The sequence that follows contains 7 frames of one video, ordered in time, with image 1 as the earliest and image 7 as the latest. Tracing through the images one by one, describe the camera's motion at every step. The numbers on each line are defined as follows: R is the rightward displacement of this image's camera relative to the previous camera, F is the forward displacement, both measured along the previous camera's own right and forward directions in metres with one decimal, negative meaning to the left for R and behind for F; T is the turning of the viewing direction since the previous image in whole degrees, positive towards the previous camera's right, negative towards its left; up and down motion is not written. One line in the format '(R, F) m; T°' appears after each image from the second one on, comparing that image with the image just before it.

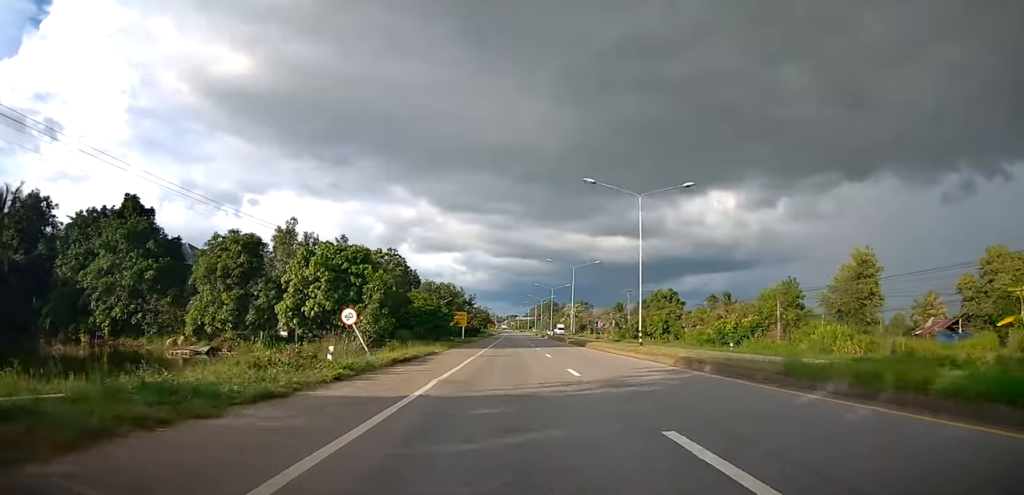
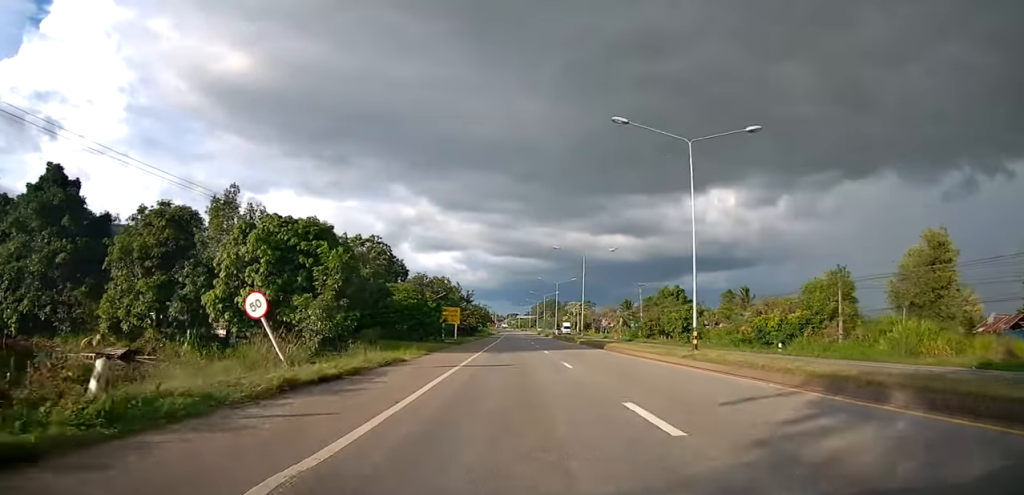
(0.0, +9.3) m; 0°
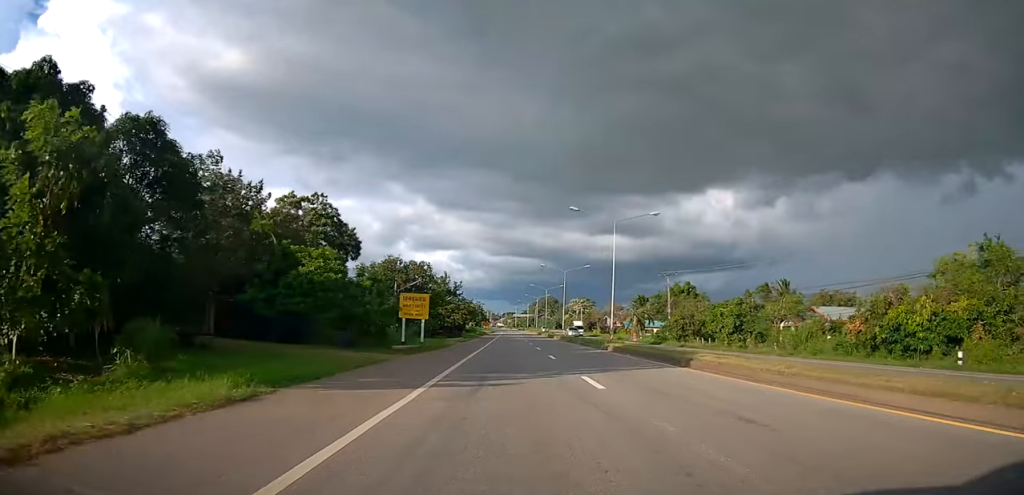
(+0.2, +18.5) m; +1°
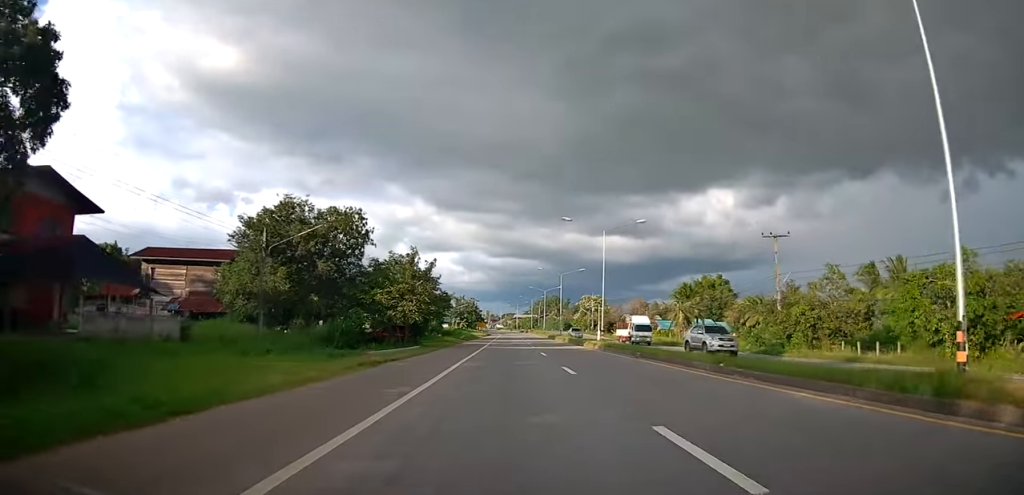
(-0.1, +31.7) m; -2°
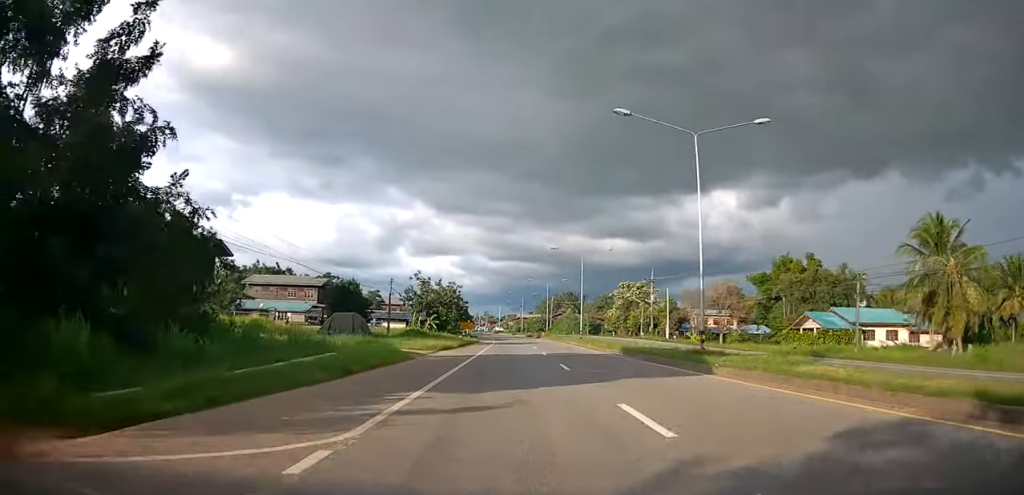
(+1.0, +57.1) m; +2°
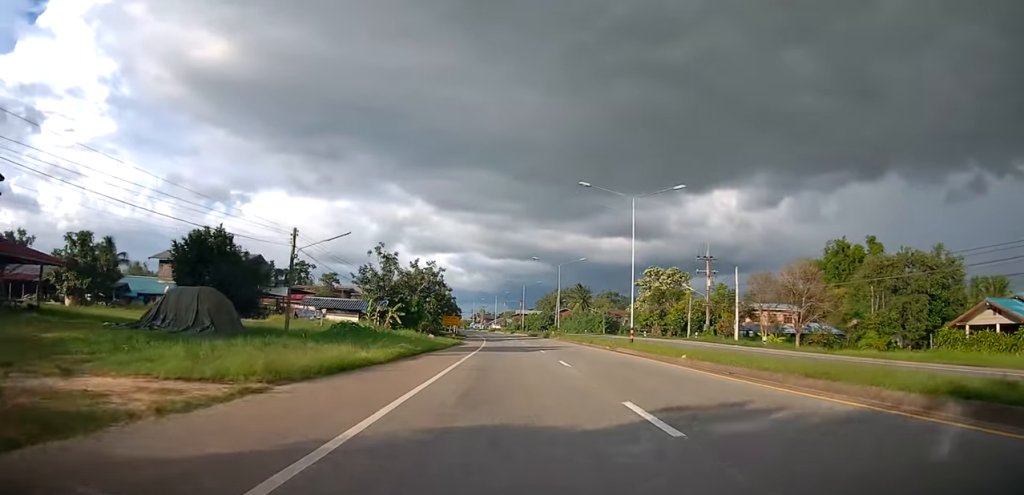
(-0.6, +24.4) m; -2°
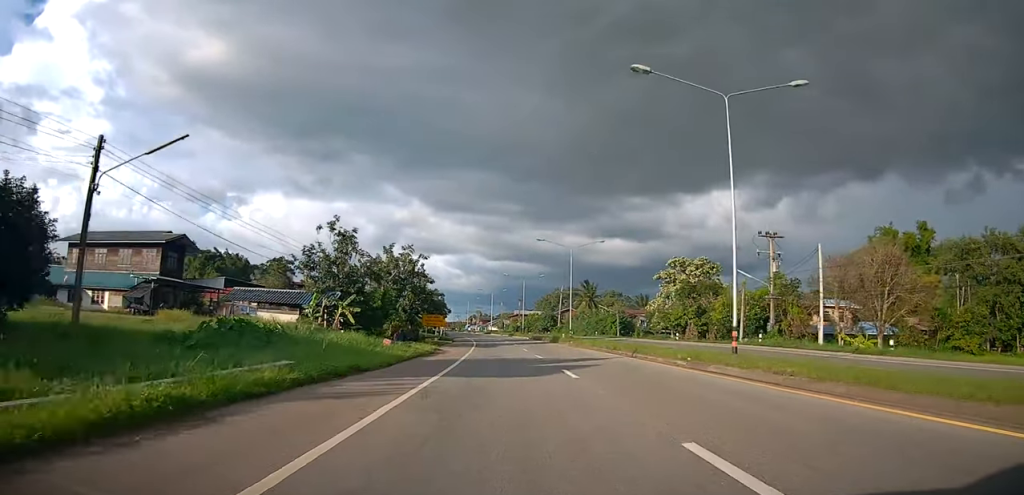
(0.0, +15.6) m; 0°
